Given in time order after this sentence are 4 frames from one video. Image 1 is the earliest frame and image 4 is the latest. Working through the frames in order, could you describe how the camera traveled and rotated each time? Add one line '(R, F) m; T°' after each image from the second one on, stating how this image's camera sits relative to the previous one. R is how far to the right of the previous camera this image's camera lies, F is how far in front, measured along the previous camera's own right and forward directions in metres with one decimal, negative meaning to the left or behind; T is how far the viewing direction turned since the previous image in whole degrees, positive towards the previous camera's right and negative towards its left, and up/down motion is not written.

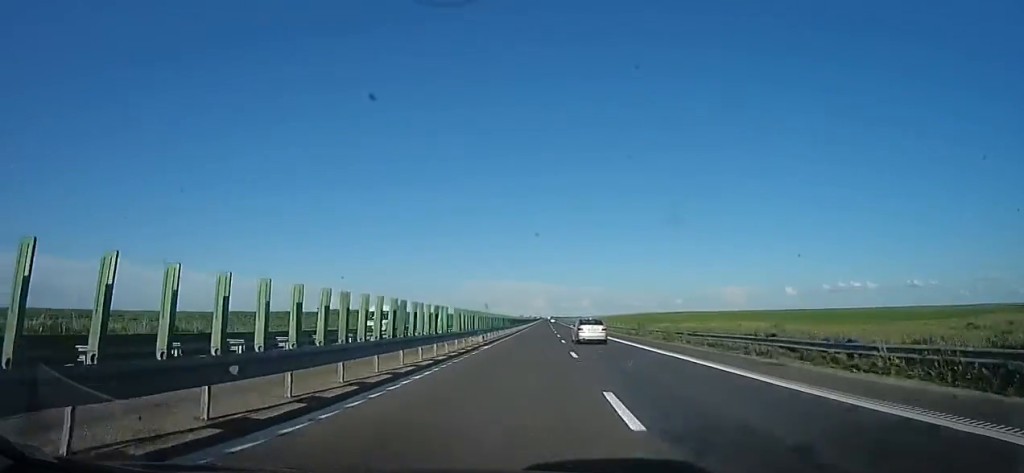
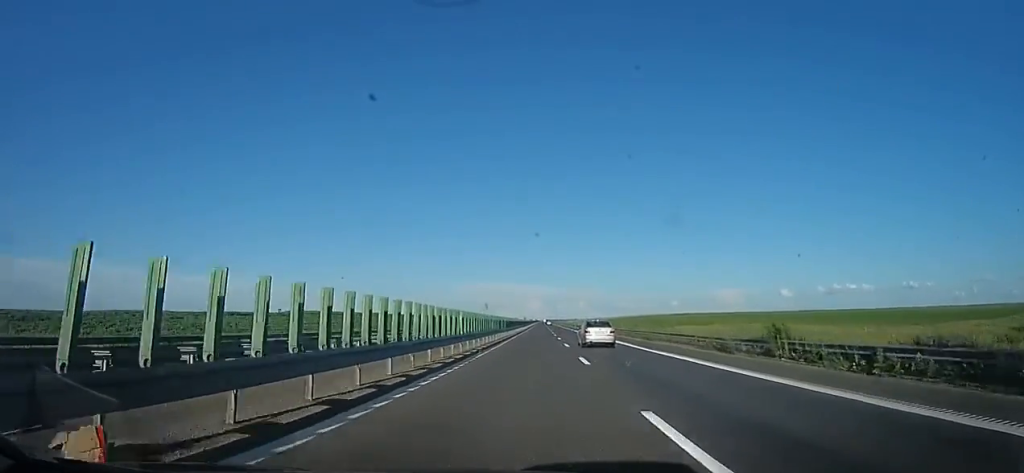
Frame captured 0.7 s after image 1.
(+0.1, +25.6) m; +2°
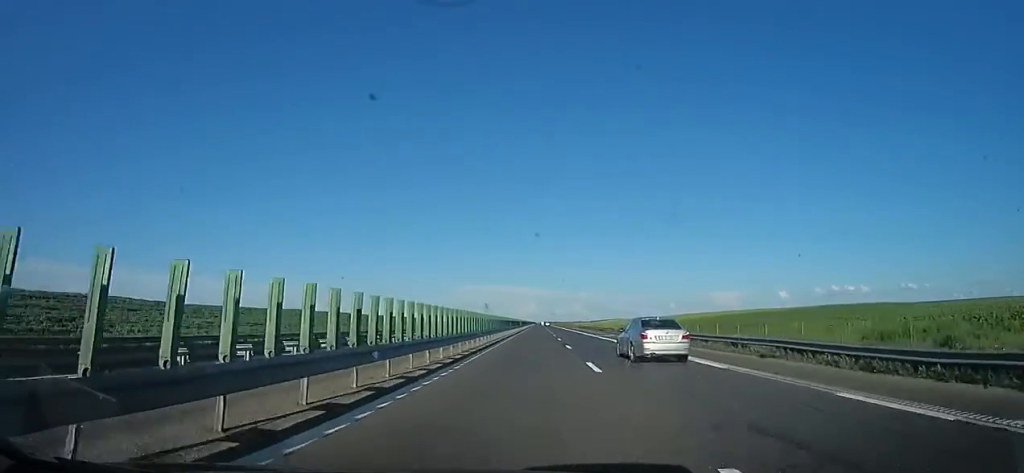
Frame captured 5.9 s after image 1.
(+1.8, +181.4) m; +1°
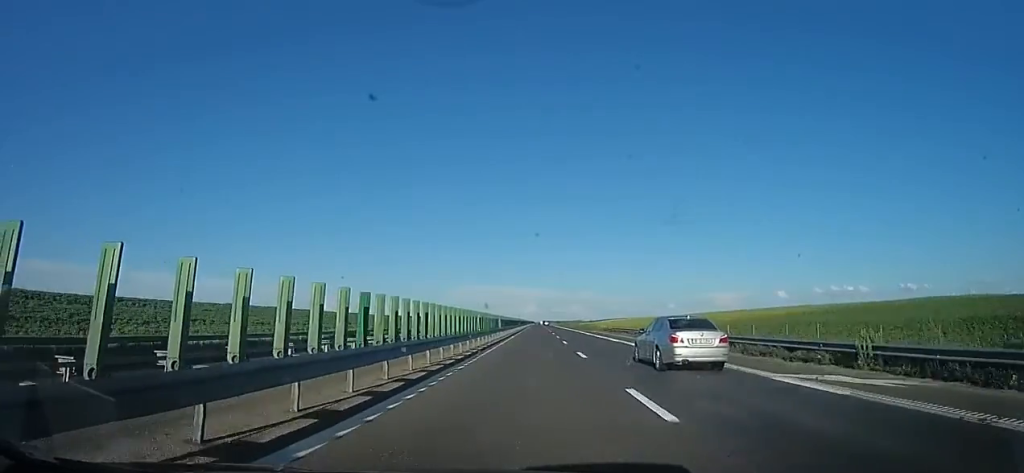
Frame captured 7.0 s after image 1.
(+0.2, +42.2) m; 0°
